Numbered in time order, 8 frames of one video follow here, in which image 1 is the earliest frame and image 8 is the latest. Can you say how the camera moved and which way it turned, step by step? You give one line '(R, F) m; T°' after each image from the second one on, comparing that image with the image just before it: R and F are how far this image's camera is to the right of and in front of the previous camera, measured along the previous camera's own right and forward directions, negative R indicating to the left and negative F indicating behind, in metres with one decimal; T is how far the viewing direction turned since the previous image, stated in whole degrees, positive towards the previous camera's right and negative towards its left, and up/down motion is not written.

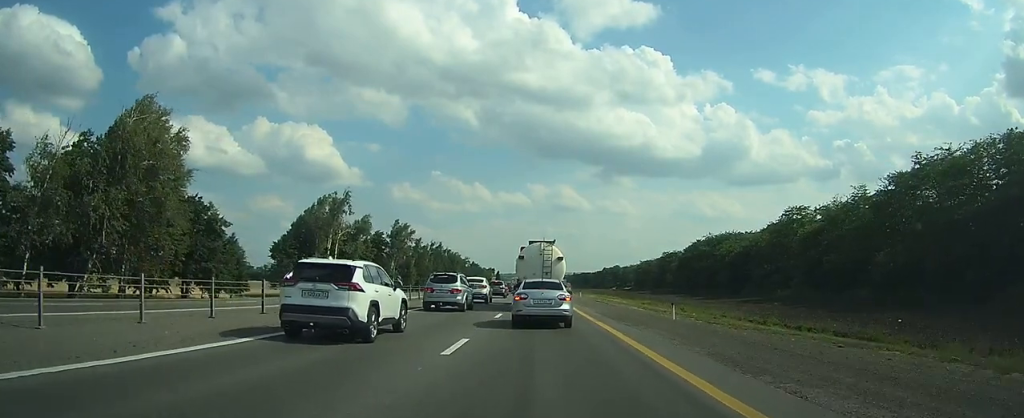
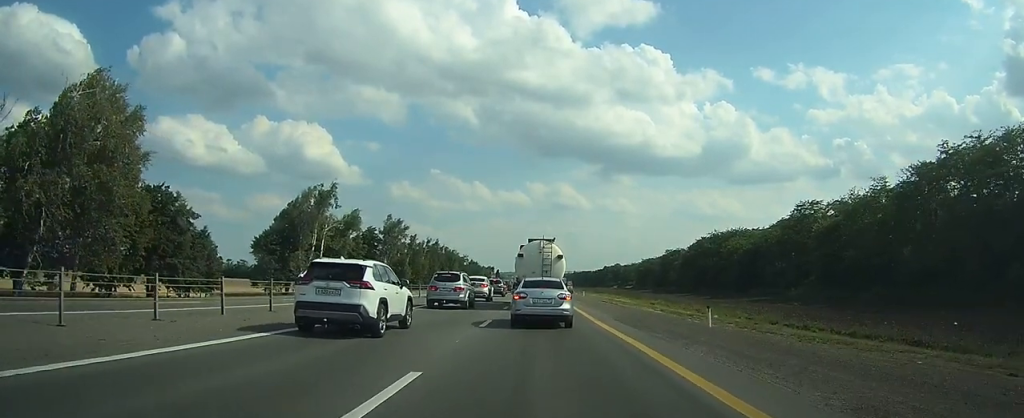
(-0.1, +5.0) m; -2°
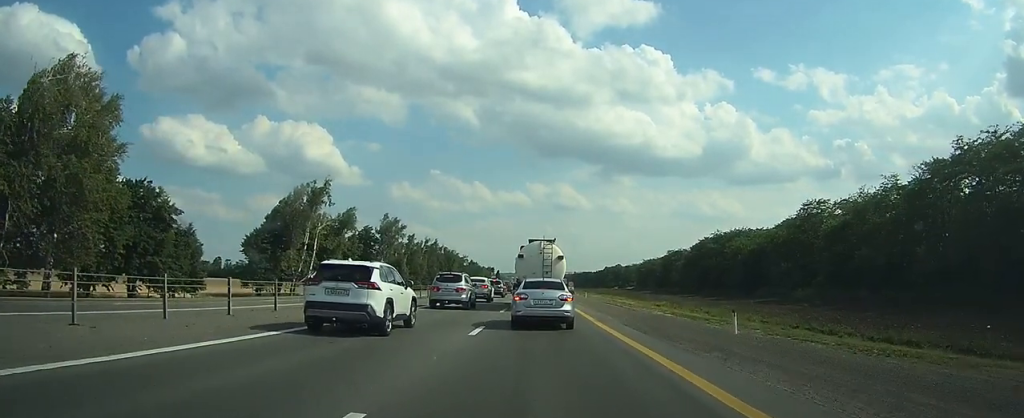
(0.0, +2.5) m; 0°
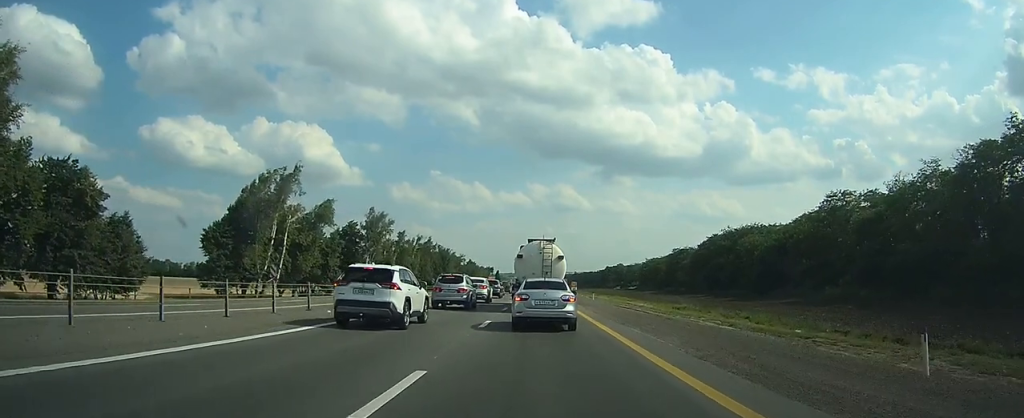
(+0.2, +8.9) m; +1°
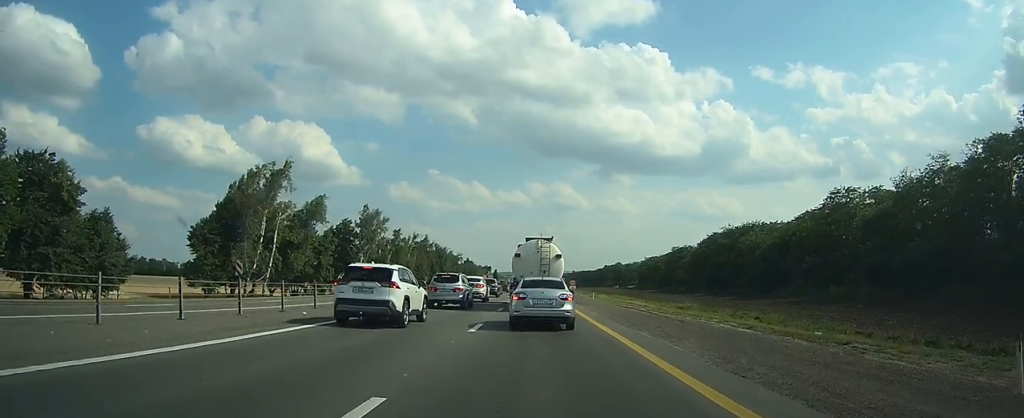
(0.0, +2.1) m; 0°
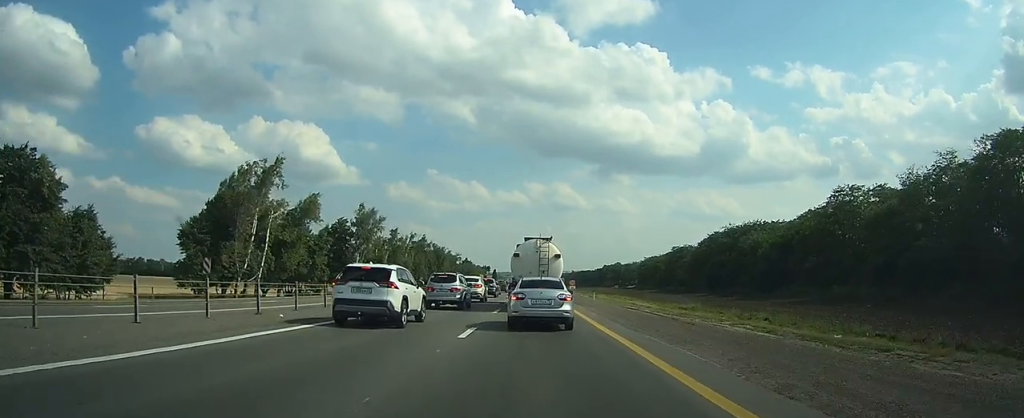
(0.0, +1.7) m; 0°
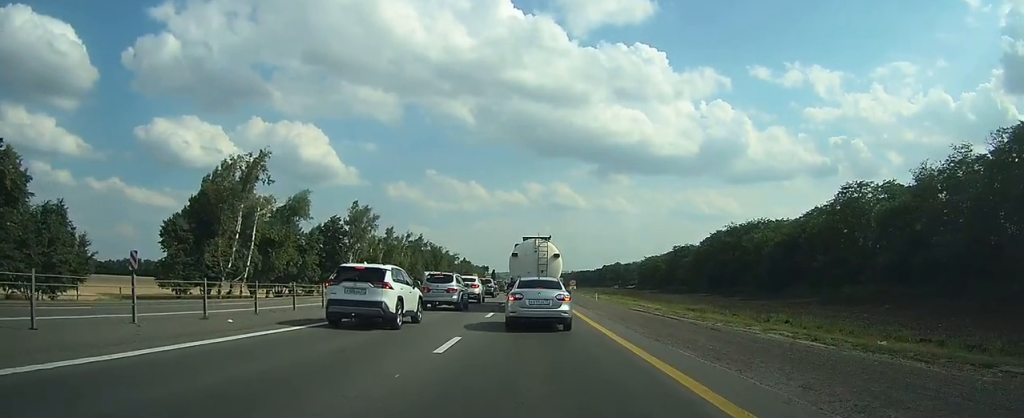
(0.0, +2.9) m; 0°
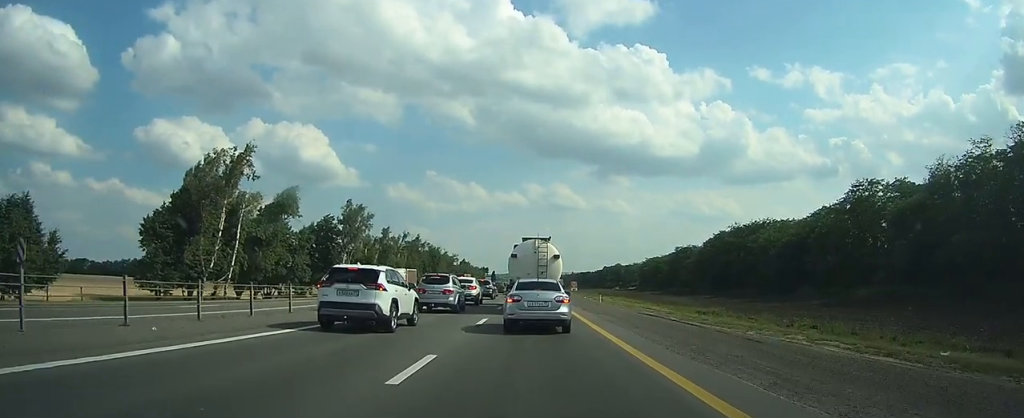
(0.0, +3.1) m; 0°
